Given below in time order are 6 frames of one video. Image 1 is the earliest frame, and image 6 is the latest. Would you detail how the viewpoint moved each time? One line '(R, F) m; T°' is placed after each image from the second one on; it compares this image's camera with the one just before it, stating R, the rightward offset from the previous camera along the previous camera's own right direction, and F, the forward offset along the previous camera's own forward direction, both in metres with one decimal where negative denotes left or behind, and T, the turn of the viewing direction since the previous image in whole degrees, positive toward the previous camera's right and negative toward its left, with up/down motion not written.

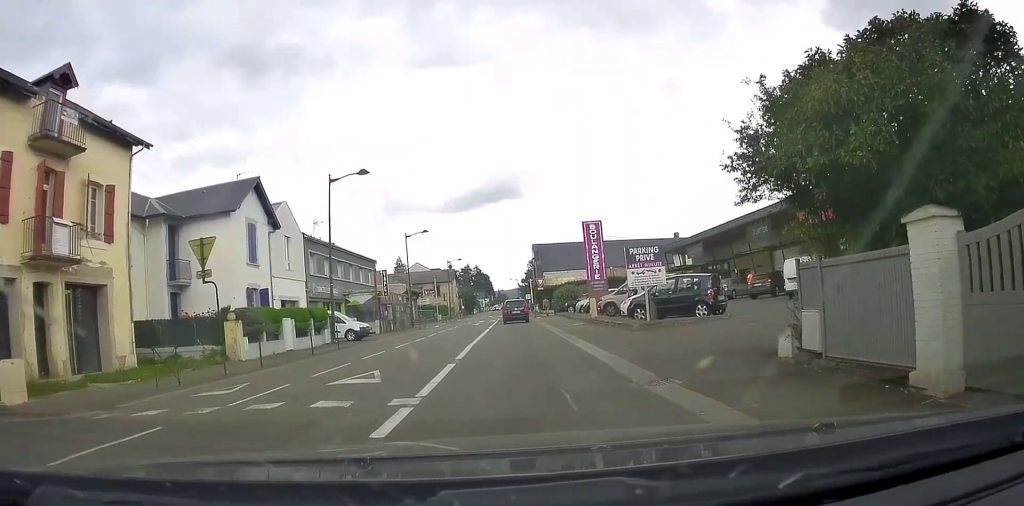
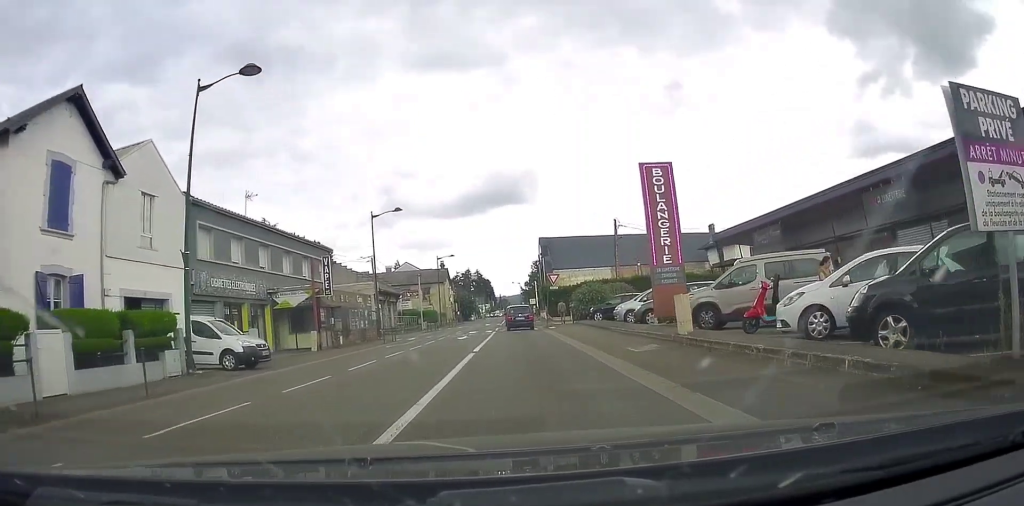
(-0.7, +16.9) m; -4°
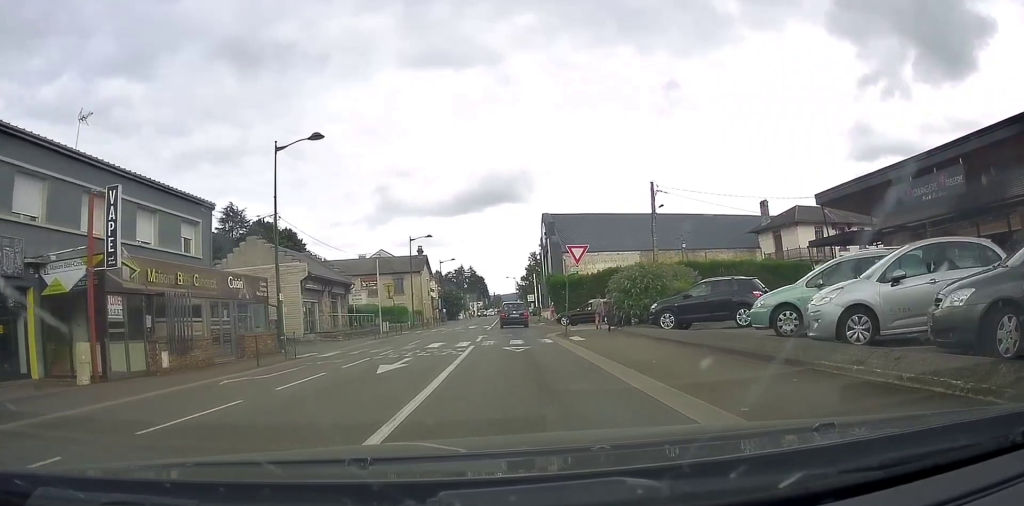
(+1.0, +18.3) m; 0°
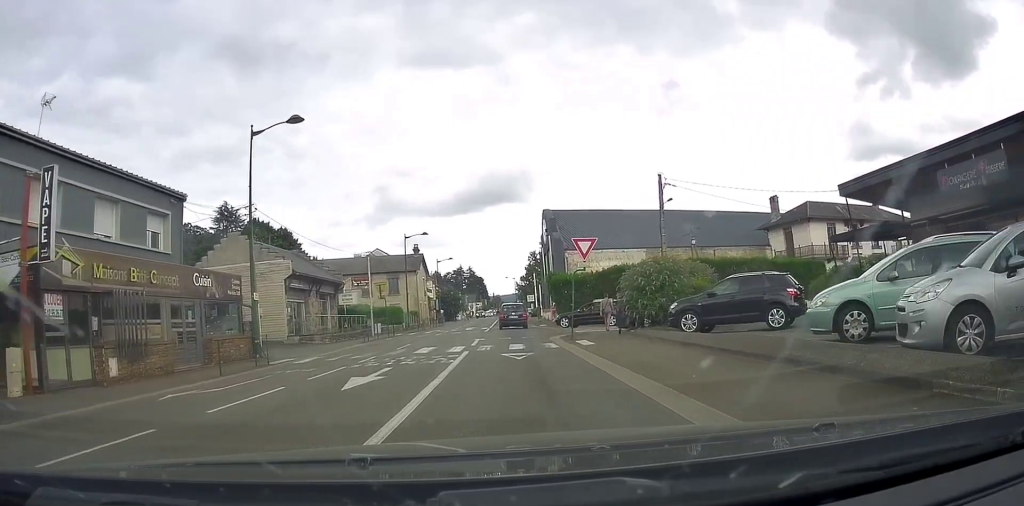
(-0.3, +2.6) m; -1°
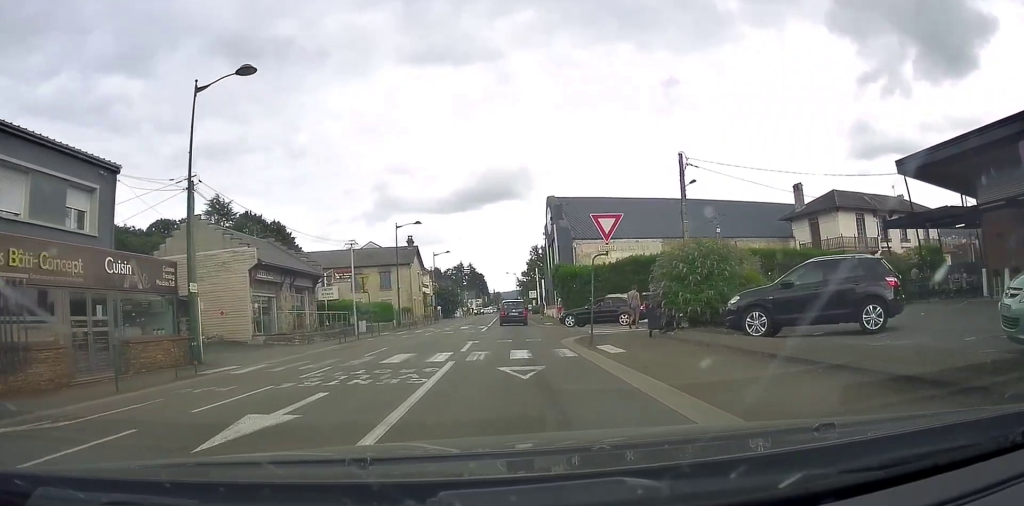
(-0.4, +5.1) m; -1°
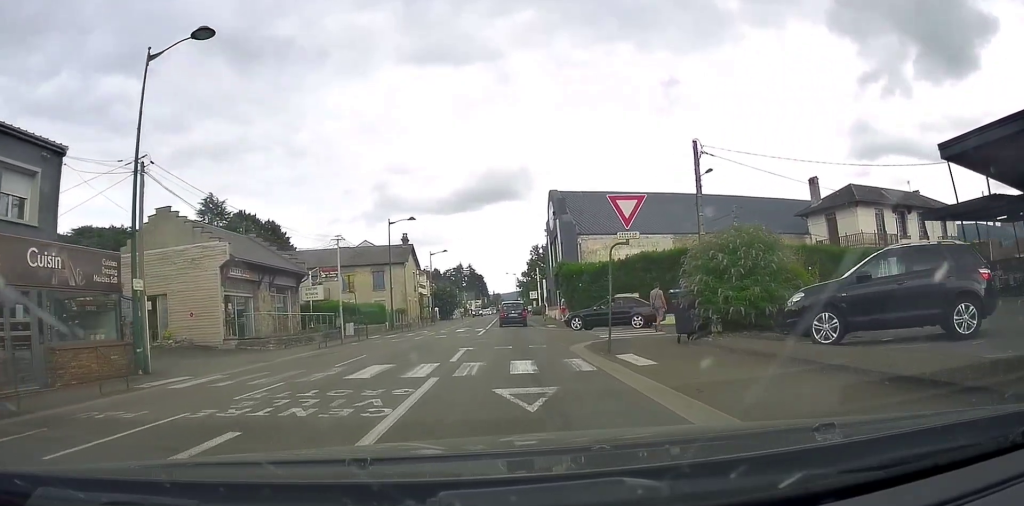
(+0.3, +3.3) m; +3°
